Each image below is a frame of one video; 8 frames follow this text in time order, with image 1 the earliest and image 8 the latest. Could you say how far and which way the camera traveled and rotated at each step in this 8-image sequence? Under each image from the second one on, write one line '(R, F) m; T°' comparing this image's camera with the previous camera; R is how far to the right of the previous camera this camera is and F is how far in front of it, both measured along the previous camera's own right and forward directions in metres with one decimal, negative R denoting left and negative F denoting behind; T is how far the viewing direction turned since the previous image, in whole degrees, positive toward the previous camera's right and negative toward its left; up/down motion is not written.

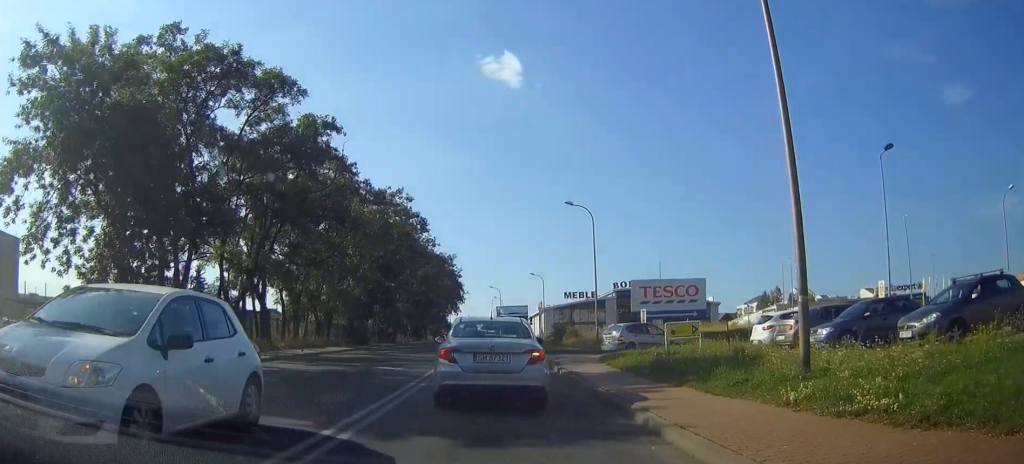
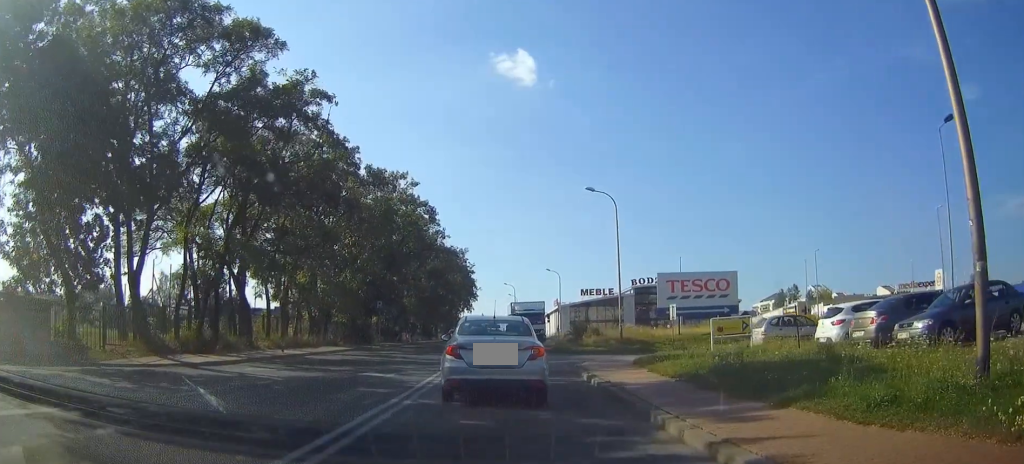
(0.0, +3.9) m; 0°
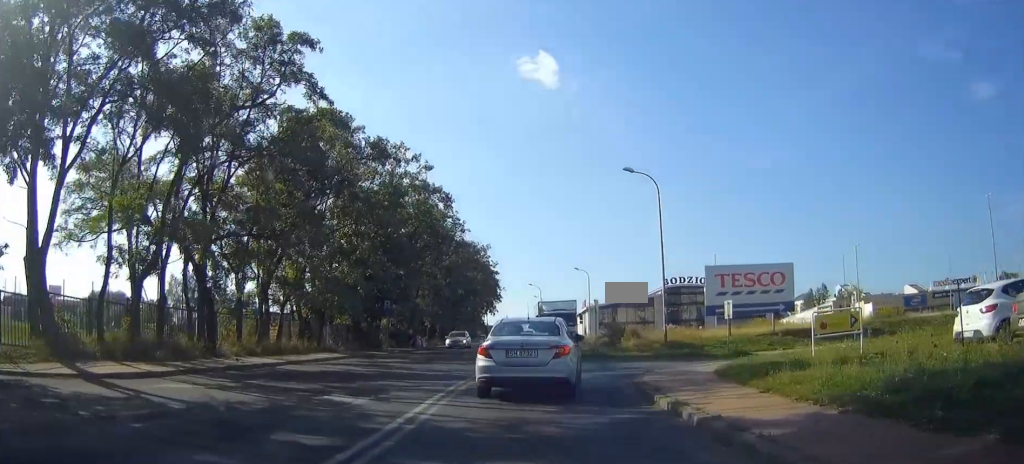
(-0.2, +5.9) m; -4°
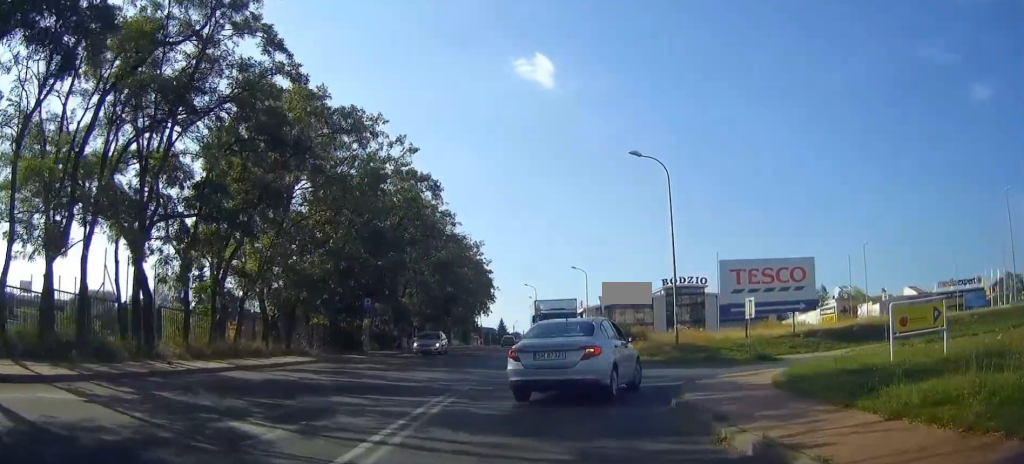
(-0.1, +3.5) m; -1°
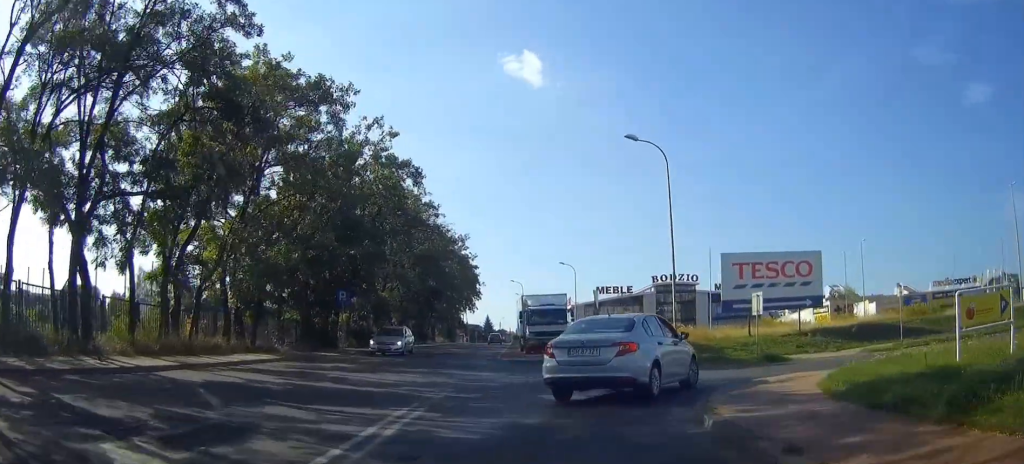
(0.0, +2.3) m; +2°
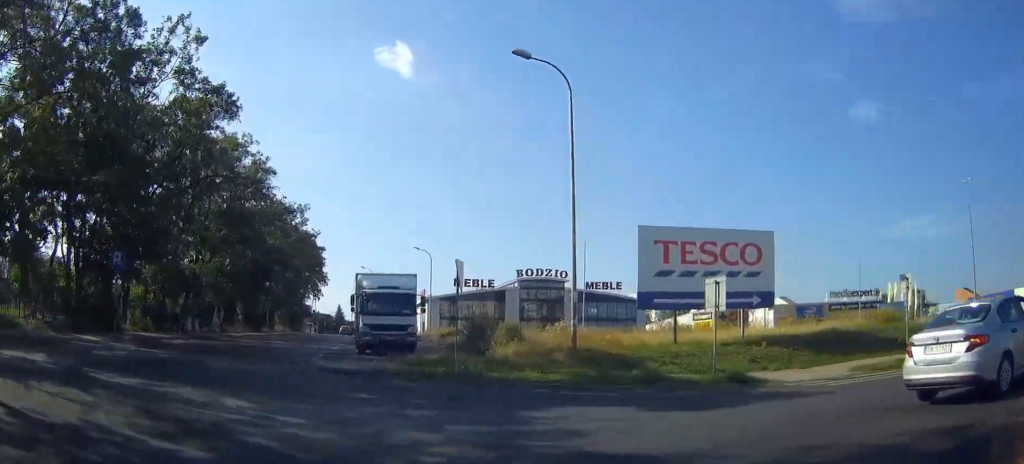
(+0.7, +10.2) m; +10°
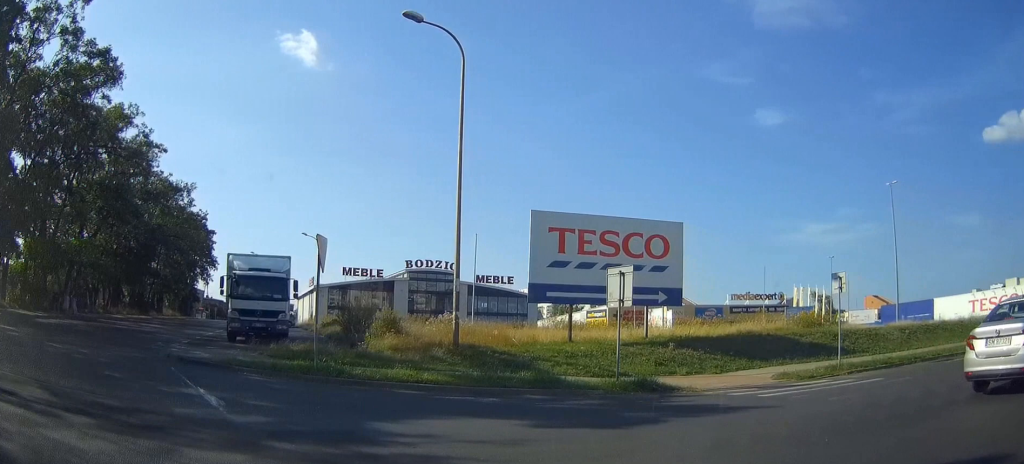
(+0.2, +2.7) m; +21°
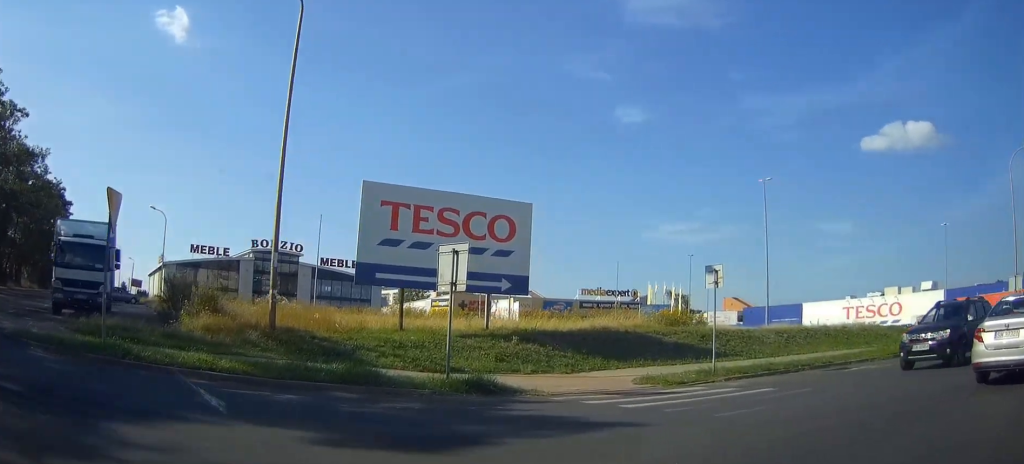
(+0.2, +2.5) m; +21°
